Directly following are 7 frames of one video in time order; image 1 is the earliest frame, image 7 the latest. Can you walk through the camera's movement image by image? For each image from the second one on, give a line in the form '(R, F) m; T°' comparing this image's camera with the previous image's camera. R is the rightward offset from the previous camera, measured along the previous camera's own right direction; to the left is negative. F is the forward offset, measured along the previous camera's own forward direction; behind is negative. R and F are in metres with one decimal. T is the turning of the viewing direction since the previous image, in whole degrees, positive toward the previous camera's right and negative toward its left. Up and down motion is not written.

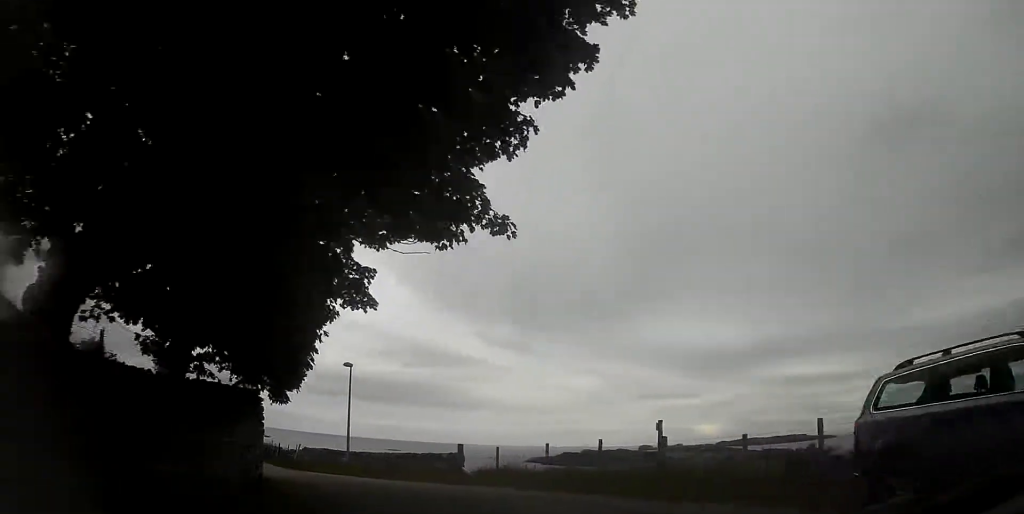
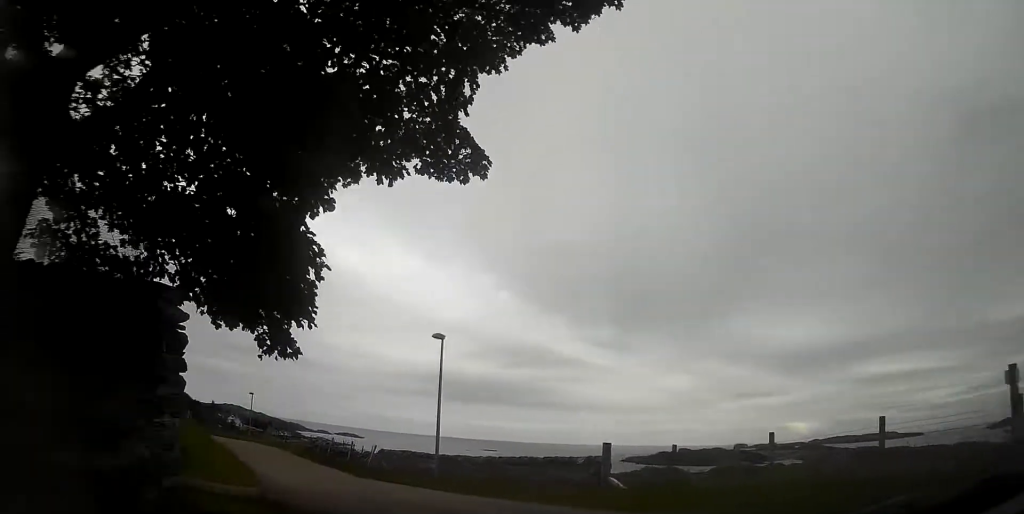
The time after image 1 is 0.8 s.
(-0.3, +7.8) m; -7°
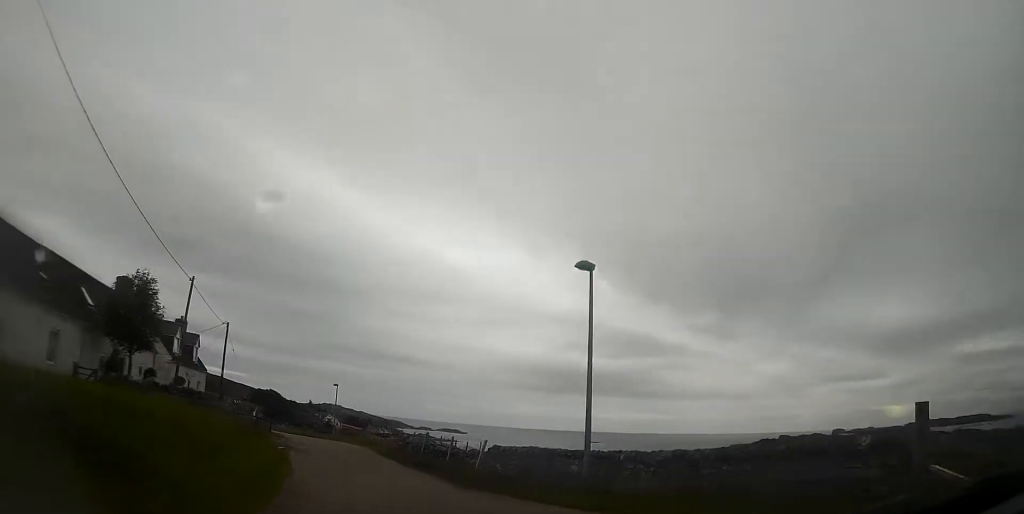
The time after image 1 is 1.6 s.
(-0.6, +7.8) m; -7°
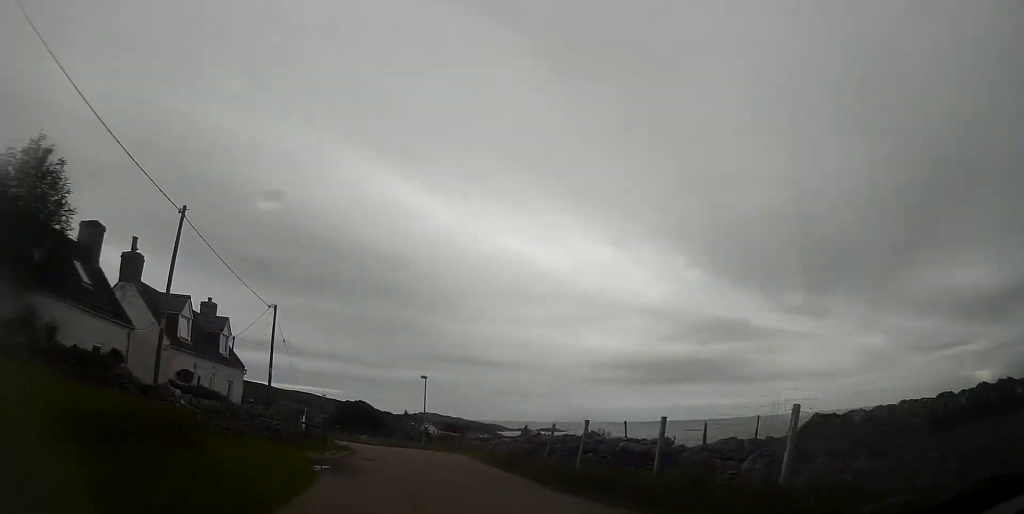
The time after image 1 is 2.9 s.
(-1.1, +12.5) m; -10°
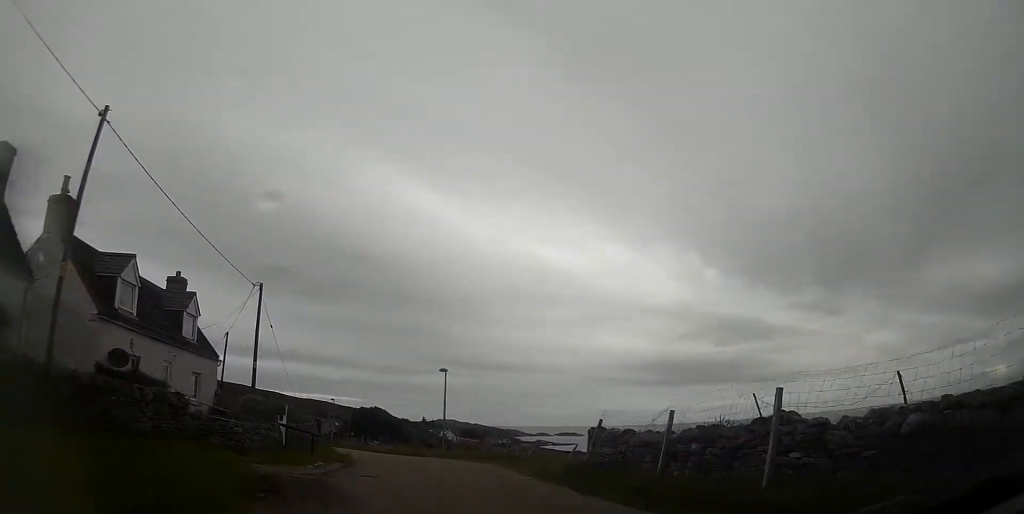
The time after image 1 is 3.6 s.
(-0.4, +7.4) m; -4°
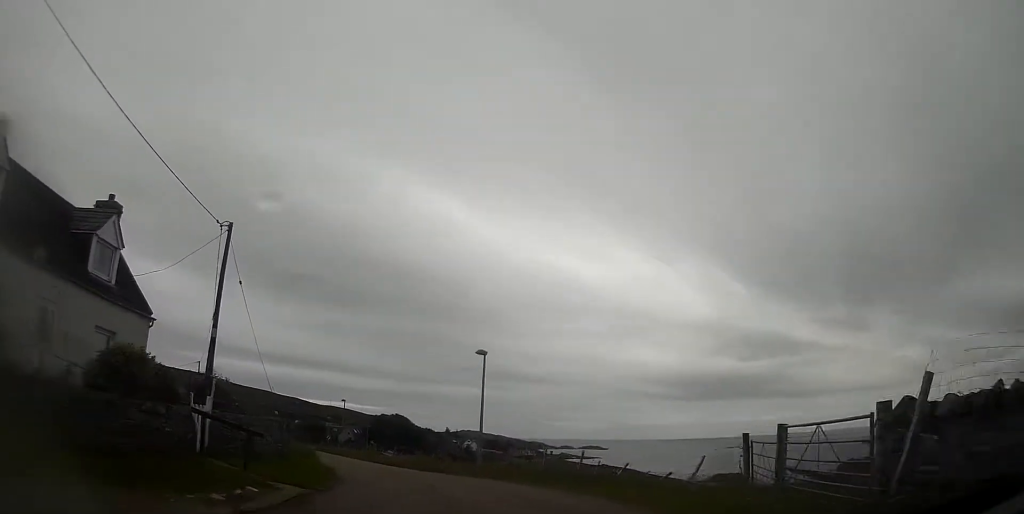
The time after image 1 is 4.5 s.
(-0.5, +9.8) m; -4°
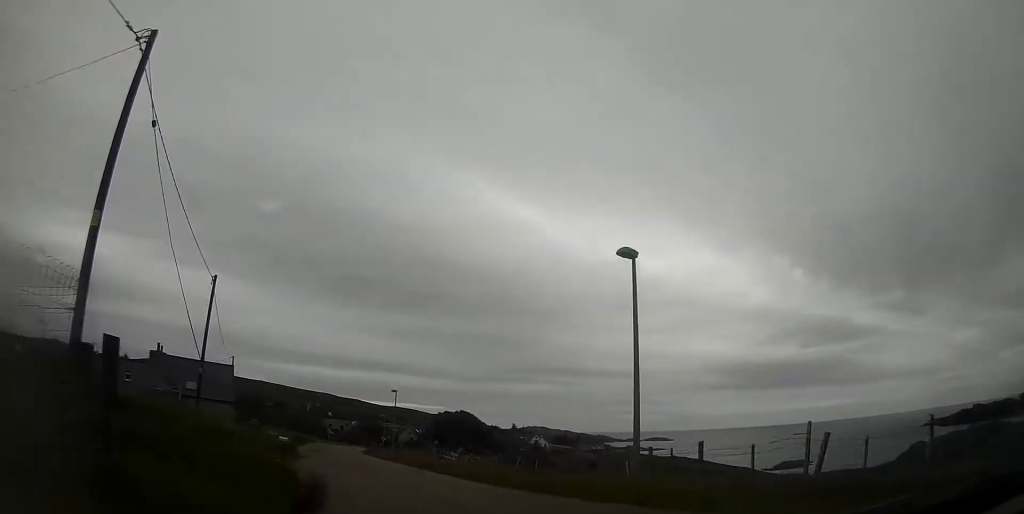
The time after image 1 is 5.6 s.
(-0.4, +12.7) m; -5°
